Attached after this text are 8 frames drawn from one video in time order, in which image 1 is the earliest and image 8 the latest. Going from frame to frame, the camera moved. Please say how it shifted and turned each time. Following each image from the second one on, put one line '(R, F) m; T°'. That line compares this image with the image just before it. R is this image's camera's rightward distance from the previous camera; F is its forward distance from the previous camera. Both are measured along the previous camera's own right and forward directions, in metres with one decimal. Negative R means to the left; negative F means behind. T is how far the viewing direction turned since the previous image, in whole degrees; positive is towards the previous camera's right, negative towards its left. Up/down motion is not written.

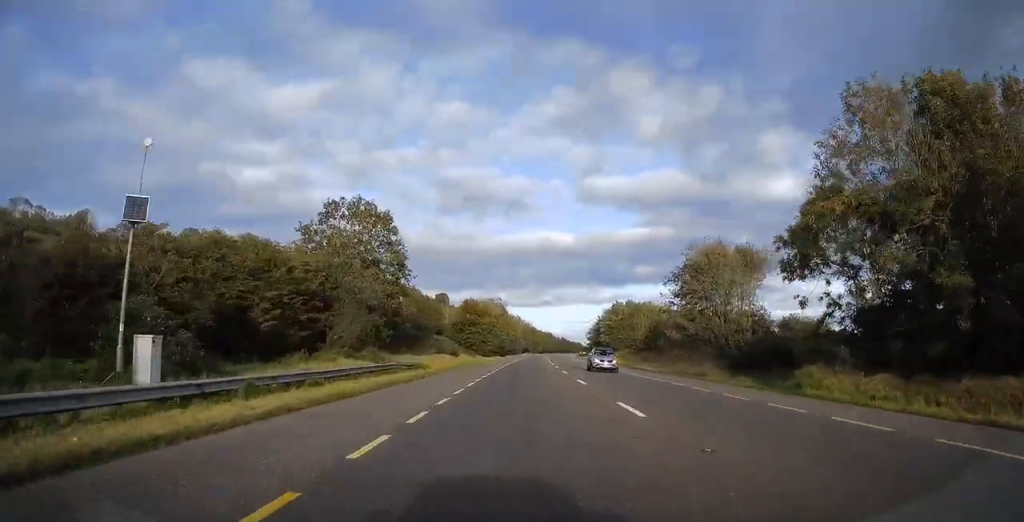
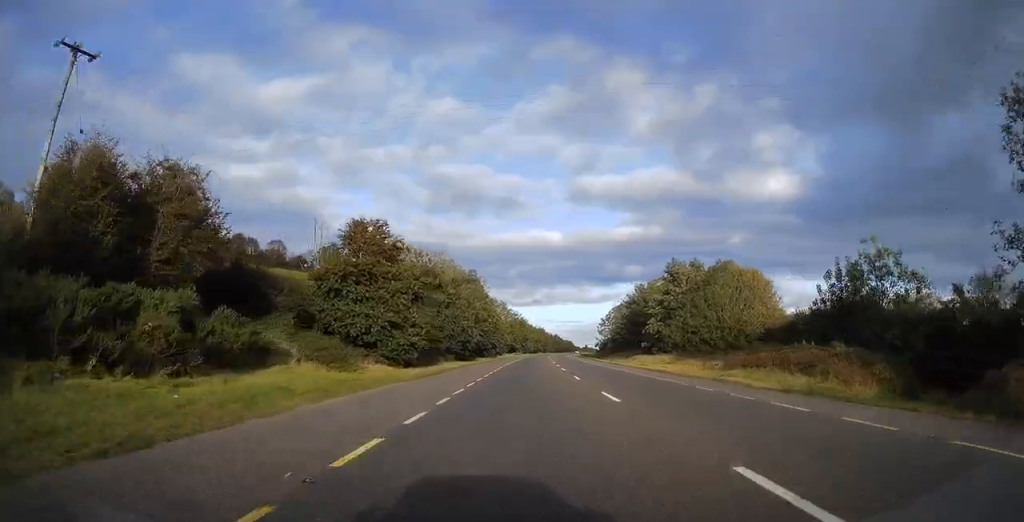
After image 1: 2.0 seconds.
(+0.2, +52.7) m; +1°
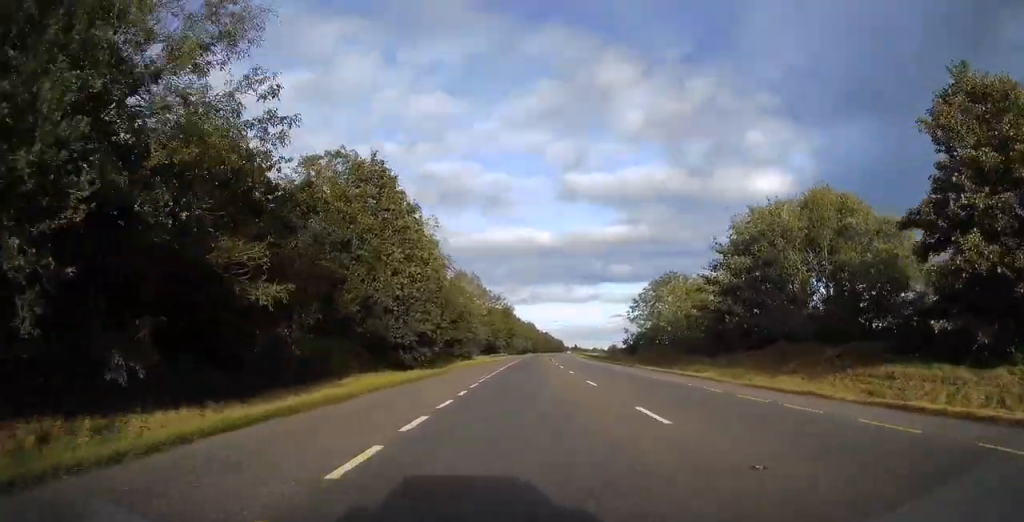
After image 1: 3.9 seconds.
(+0.6, +52.5) m; +1°
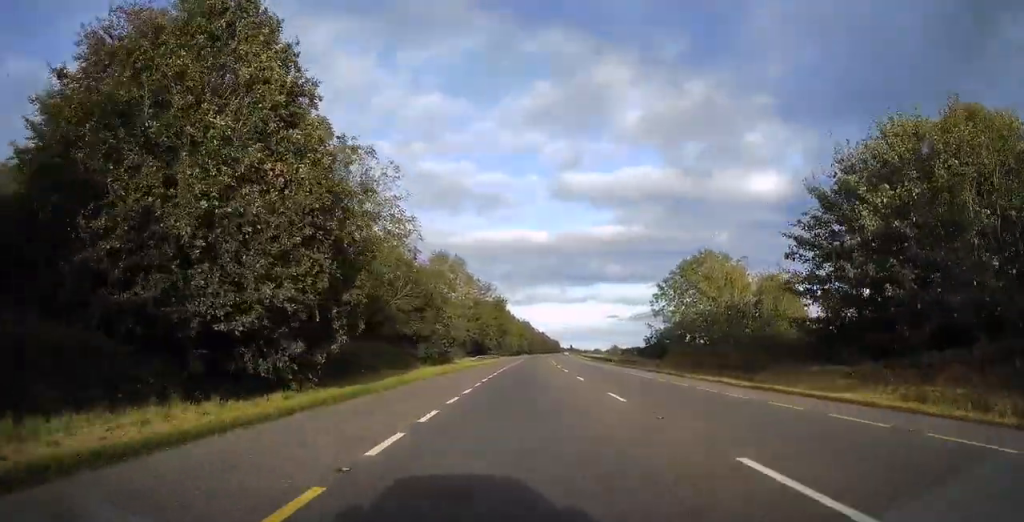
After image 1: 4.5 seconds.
(0.0, +19.9) m; +1°
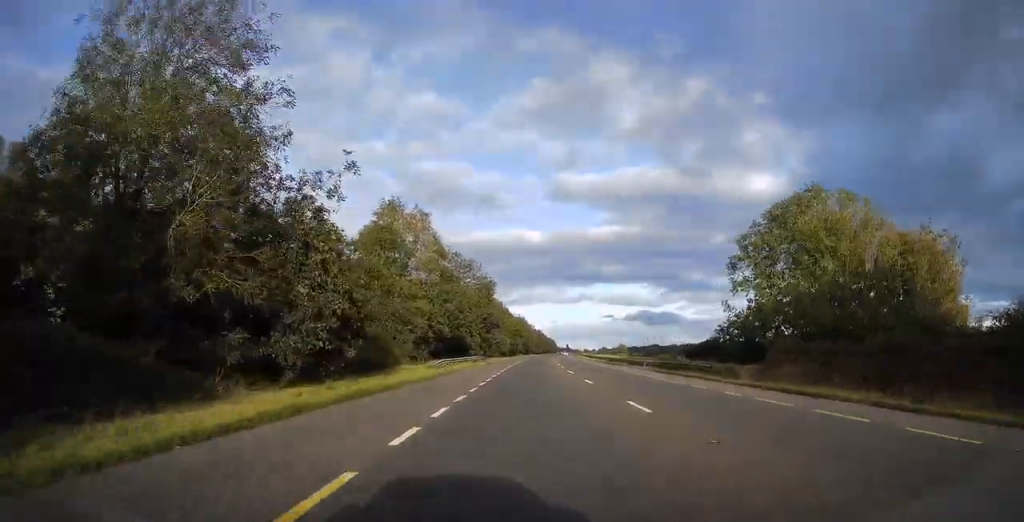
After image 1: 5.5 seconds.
(+0.2, +27.6) m; +1°
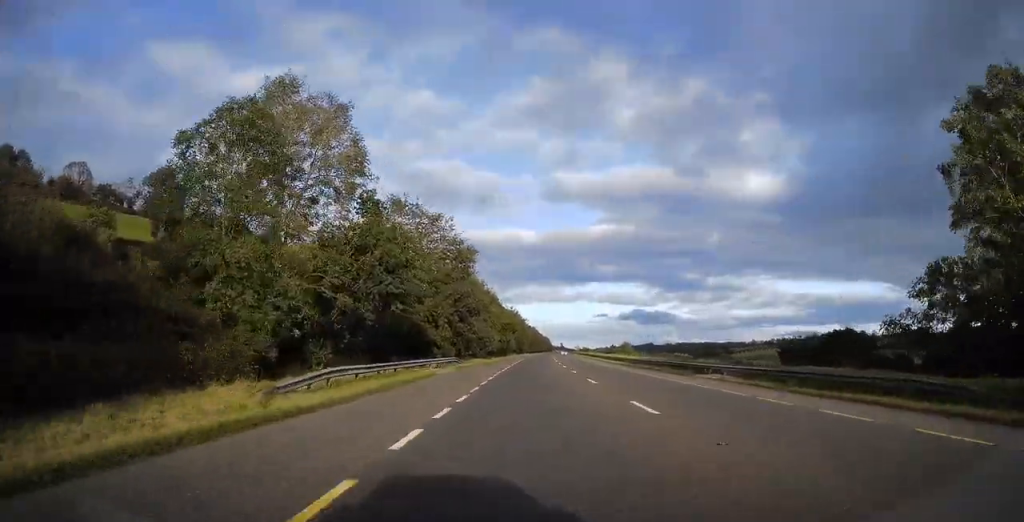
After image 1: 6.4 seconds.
(+0.4, +23.6) m; +1°
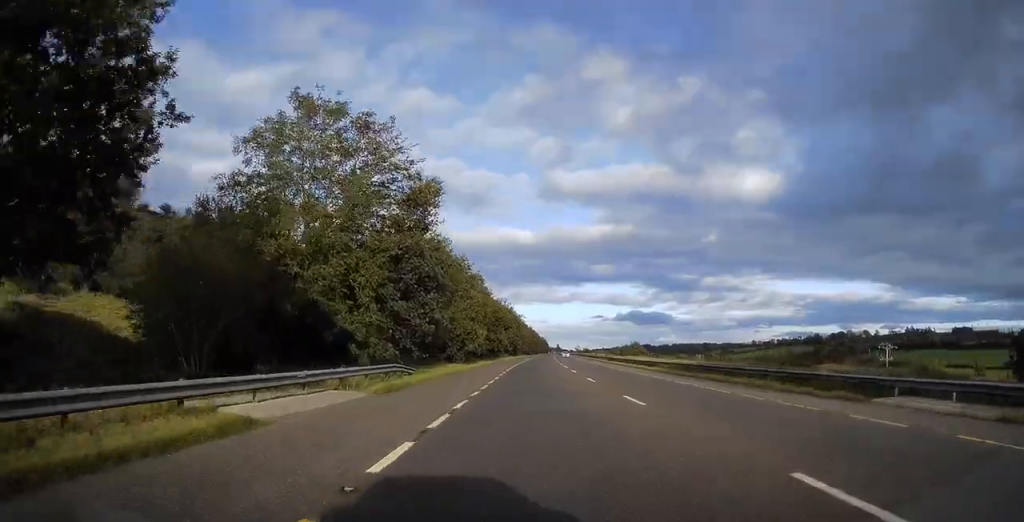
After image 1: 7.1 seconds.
(-0.2, +20.0) m; 0°
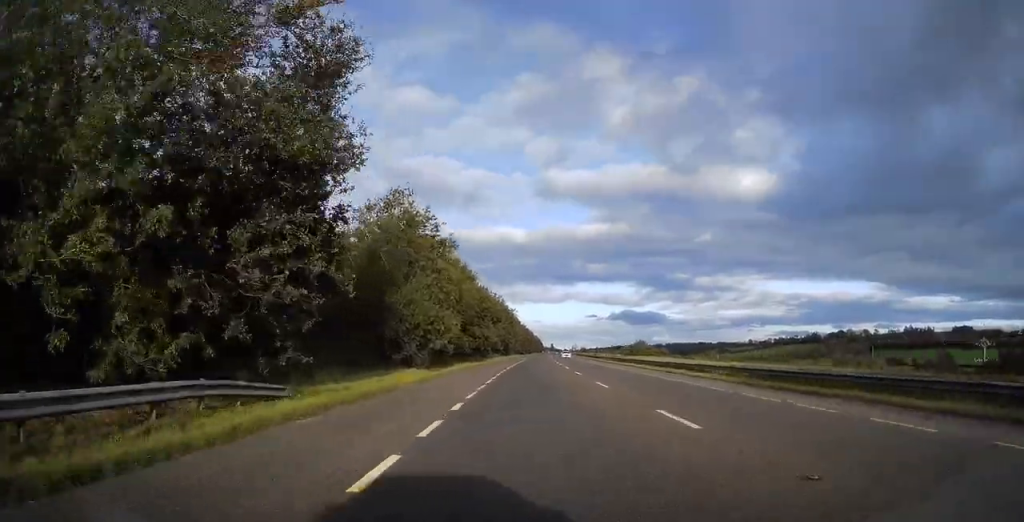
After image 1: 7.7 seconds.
(+0.1, +15.7) m; 0°
